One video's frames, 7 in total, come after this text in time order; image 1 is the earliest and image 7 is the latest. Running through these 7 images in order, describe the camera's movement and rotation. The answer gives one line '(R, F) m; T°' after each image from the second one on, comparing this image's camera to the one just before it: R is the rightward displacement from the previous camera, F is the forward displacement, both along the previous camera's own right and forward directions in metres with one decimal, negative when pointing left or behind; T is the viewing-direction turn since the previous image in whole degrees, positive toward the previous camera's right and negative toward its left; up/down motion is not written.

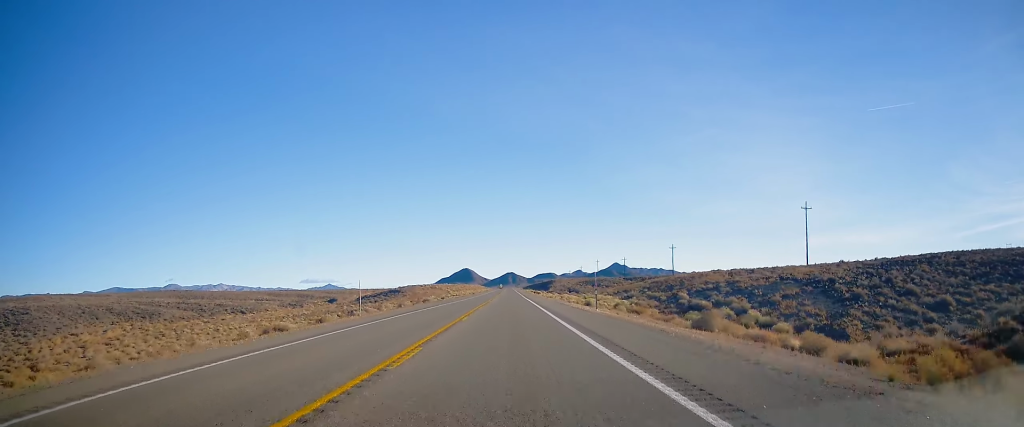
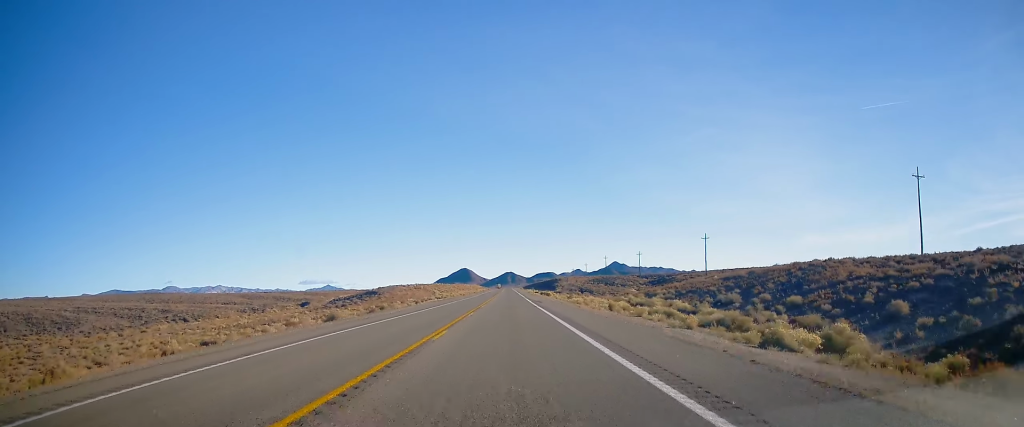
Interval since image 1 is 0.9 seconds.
(+0.1, +31.5) m; 0°
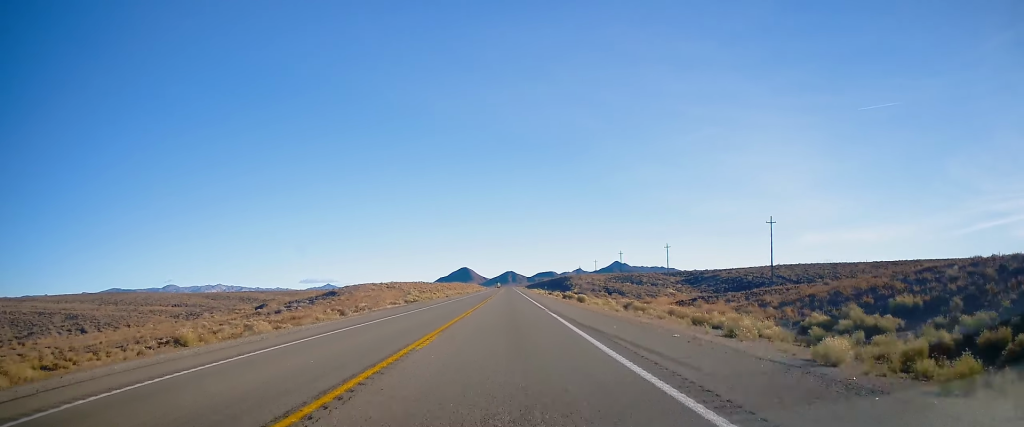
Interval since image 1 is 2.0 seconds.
(-0.3, +38.7) m; 0°
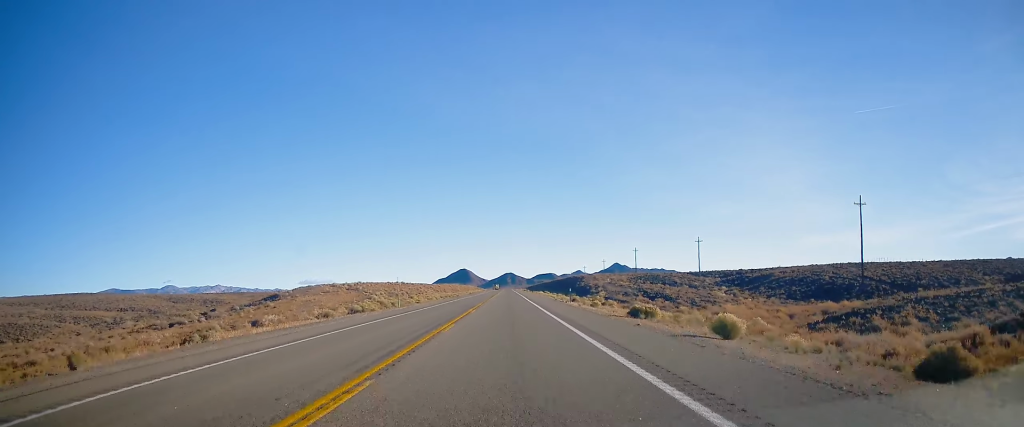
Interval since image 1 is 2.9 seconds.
(+0.2, +31.7) m; 0°
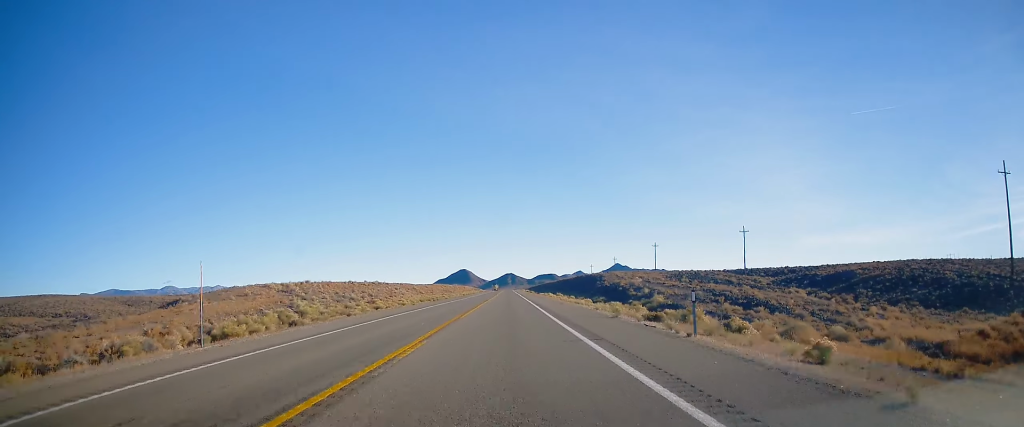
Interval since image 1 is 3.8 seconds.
(+0.1, +30.6) m; 0°
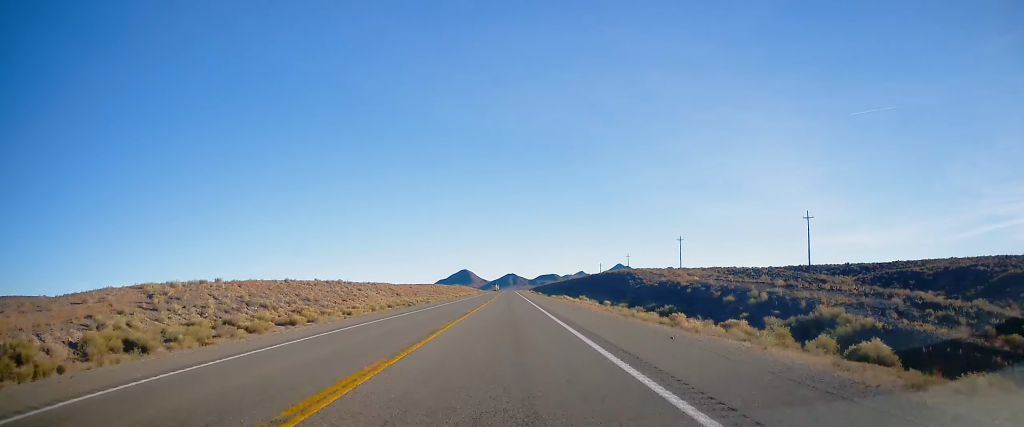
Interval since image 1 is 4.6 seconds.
(+0.1, +27.5) m; 0°
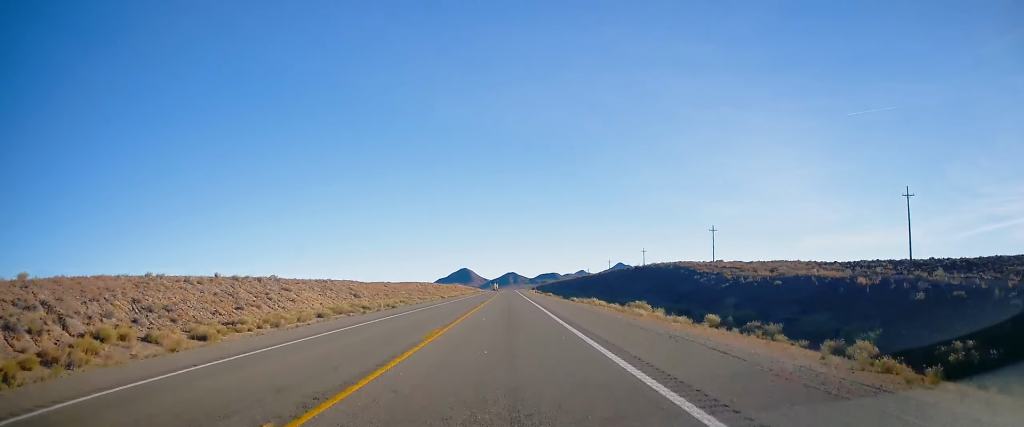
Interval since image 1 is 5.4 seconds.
(-0.2, +27.6) m; -1°
